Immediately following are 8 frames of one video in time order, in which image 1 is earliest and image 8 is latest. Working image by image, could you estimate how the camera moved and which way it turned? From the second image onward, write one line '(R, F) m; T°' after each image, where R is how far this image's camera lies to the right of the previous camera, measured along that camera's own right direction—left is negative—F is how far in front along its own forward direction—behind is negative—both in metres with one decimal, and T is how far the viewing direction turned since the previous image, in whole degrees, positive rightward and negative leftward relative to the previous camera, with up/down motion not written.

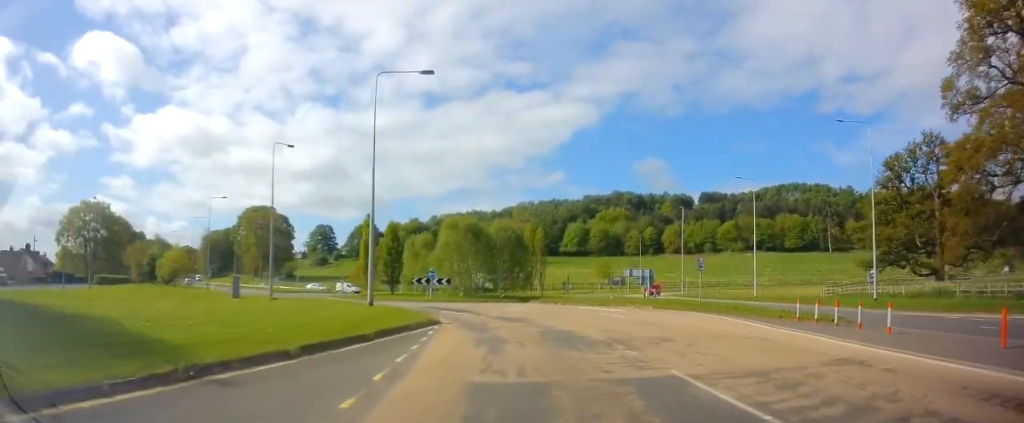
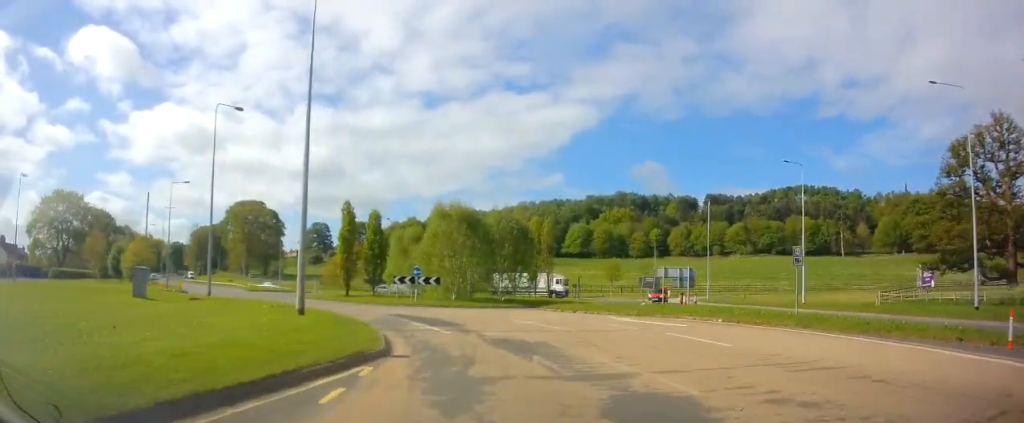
(+0.3, +10.3) m; +1°
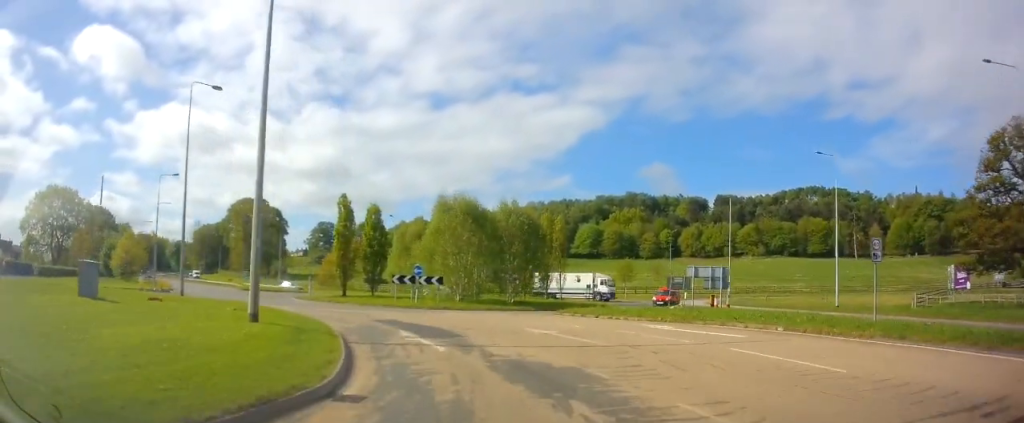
(0.0, +4.3) m; -2°
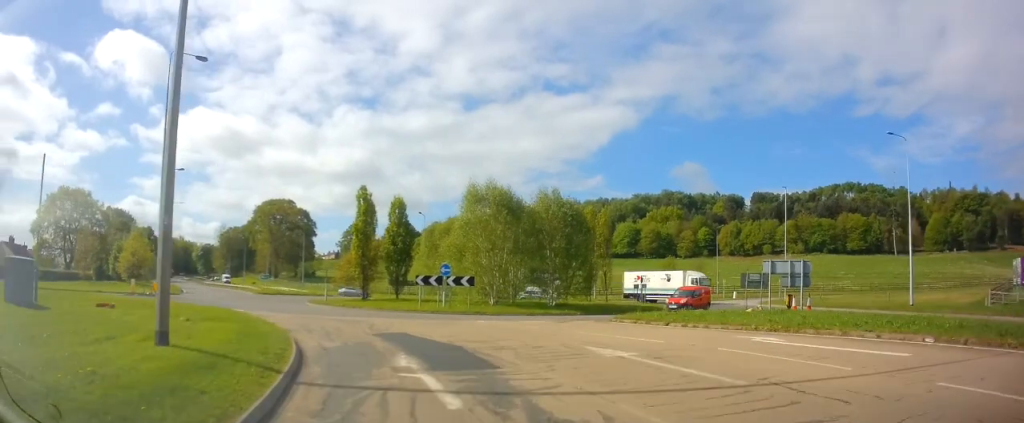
(-0.2, +5.6) m; -5°
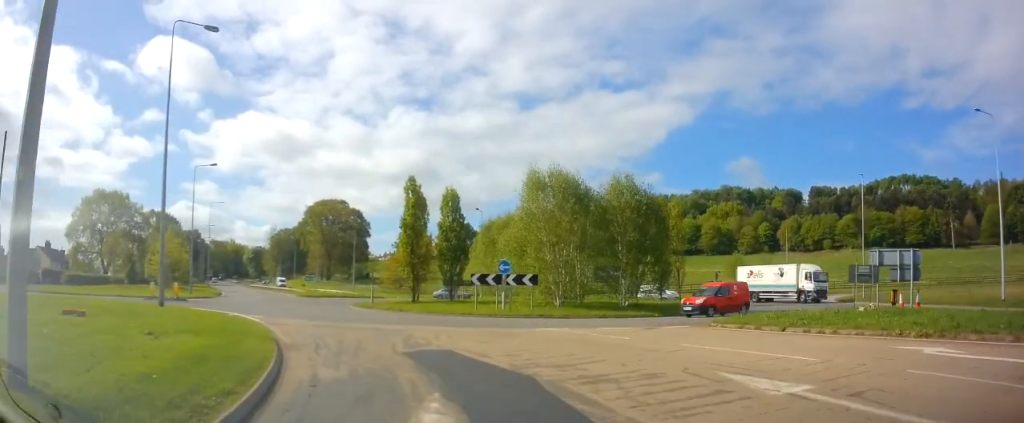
(-0.1, +4.4) m; -5°
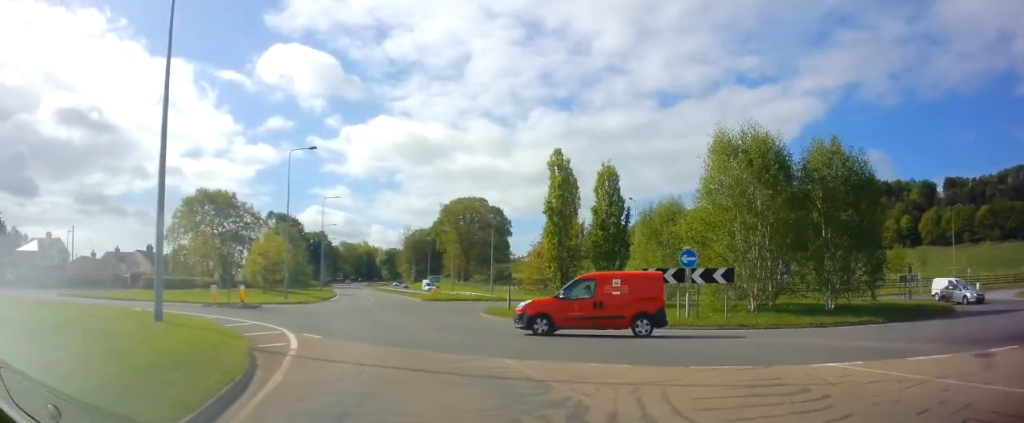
(-1.0, +9.0) m; -11°
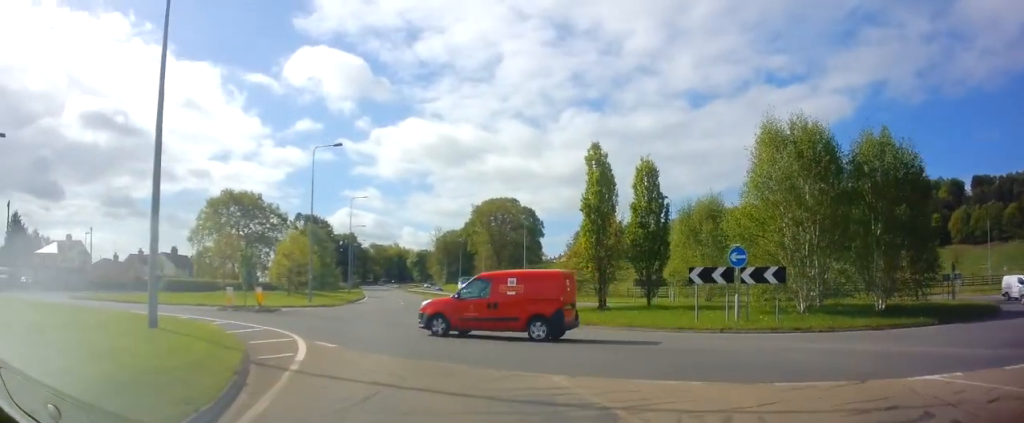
(+0.1, +2.0) m; -4°
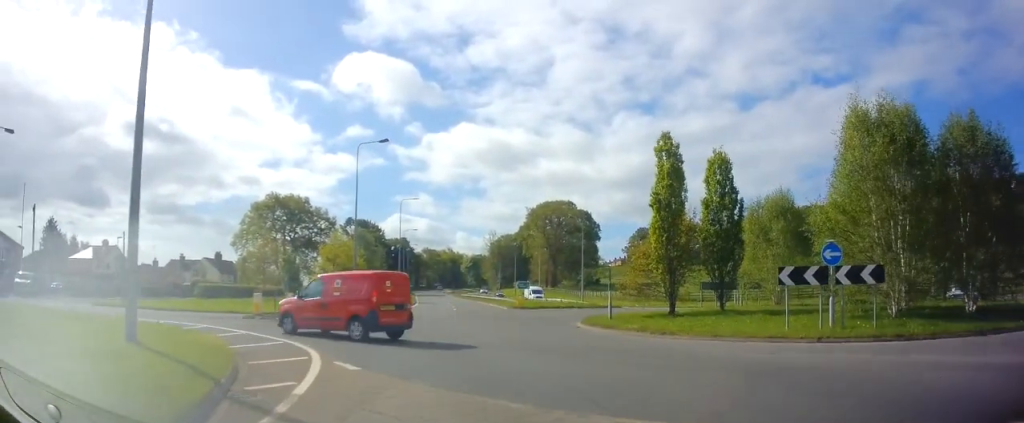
(-0.4, +3.1) m; -7°
